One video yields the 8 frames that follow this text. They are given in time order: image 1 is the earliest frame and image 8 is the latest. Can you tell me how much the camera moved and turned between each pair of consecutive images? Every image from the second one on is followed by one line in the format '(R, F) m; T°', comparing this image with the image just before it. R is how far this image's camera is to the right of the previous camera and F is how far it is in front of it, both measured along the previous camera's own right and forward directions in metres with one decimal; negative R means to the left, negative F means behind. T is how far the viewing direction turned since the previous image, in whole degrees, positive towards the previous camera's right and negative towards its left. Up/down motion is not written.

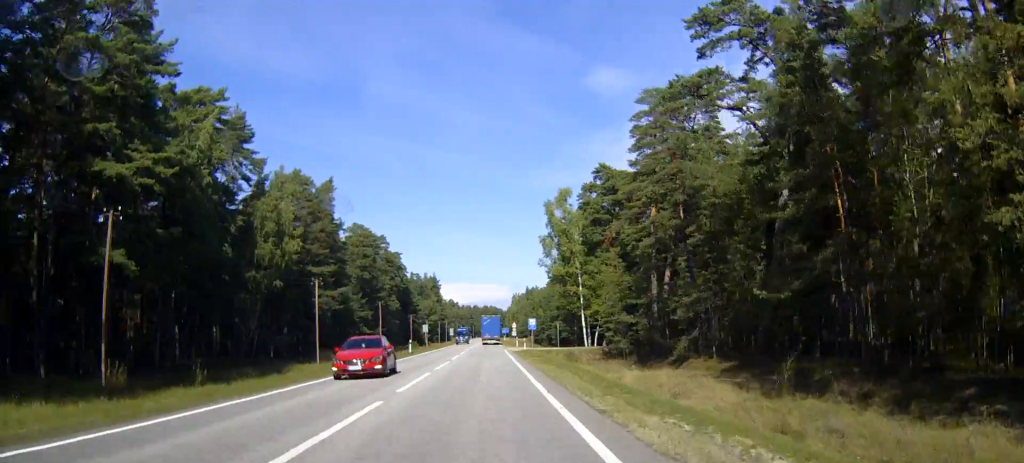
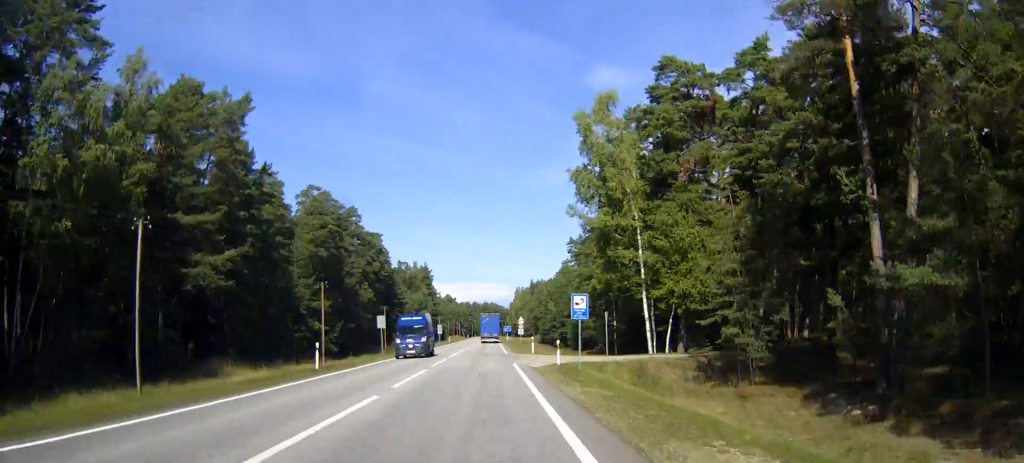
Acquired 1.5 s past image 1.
(-0.2, +34.8) m; -1°
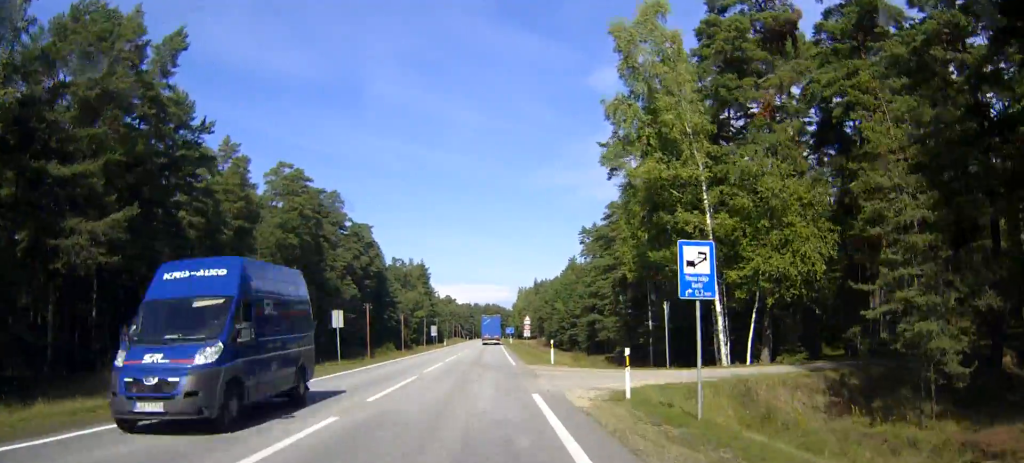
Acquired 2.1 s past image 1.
(0.0, +15.7) m; 0°
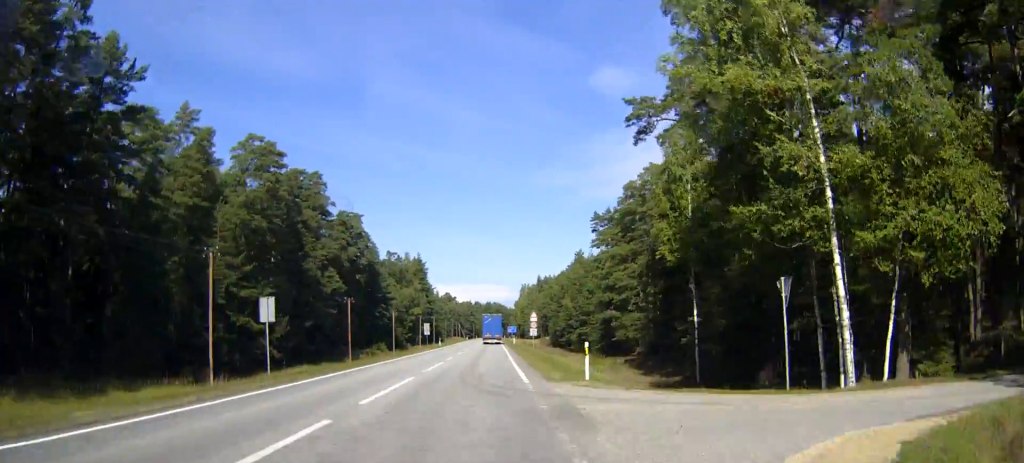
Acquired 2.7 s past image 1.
(0.0, +12.5) m; 0°
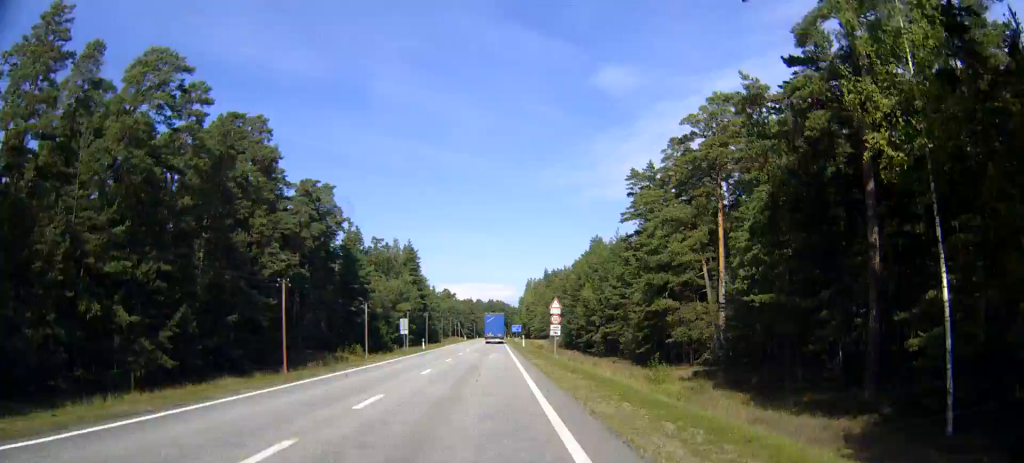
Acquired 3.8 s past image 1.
(-0.1, +25.9) m; 0°
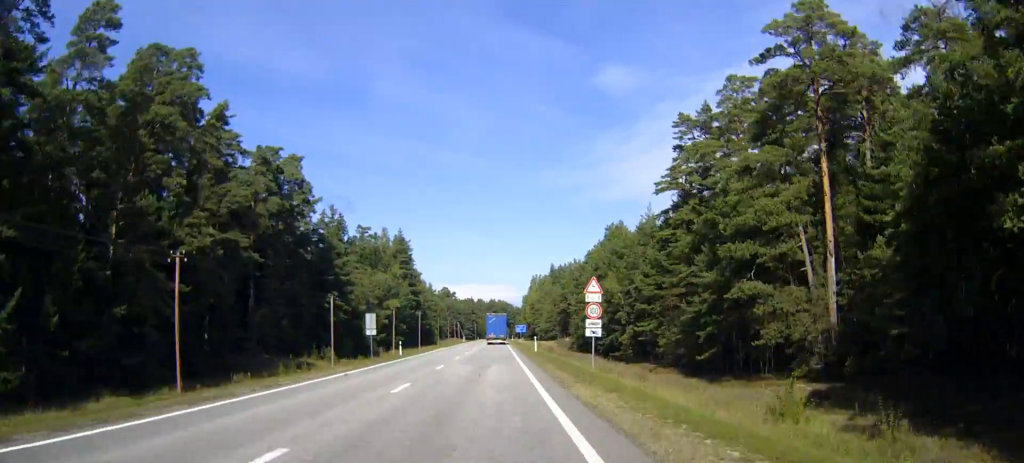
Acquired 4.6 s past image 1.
(+0.1, +19.7) m; 0°
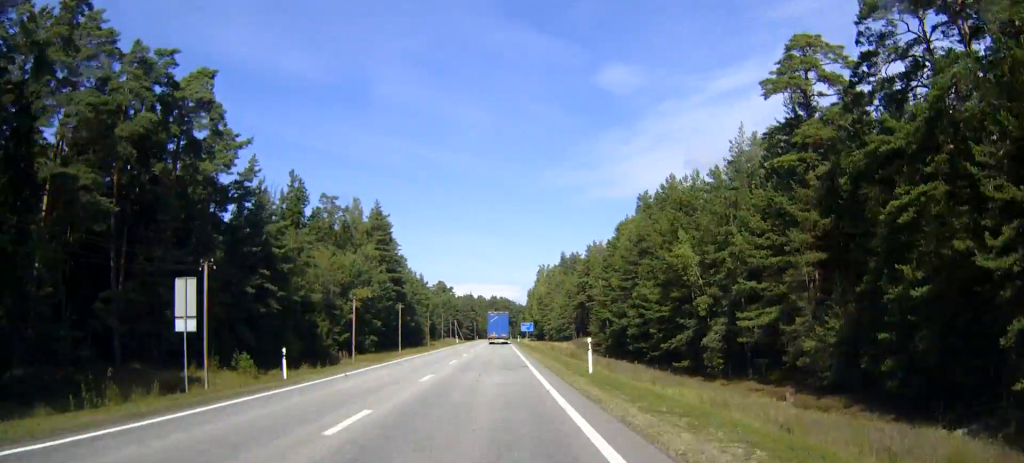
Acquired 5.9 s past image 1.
(-0.2, +31.8) m; 0°
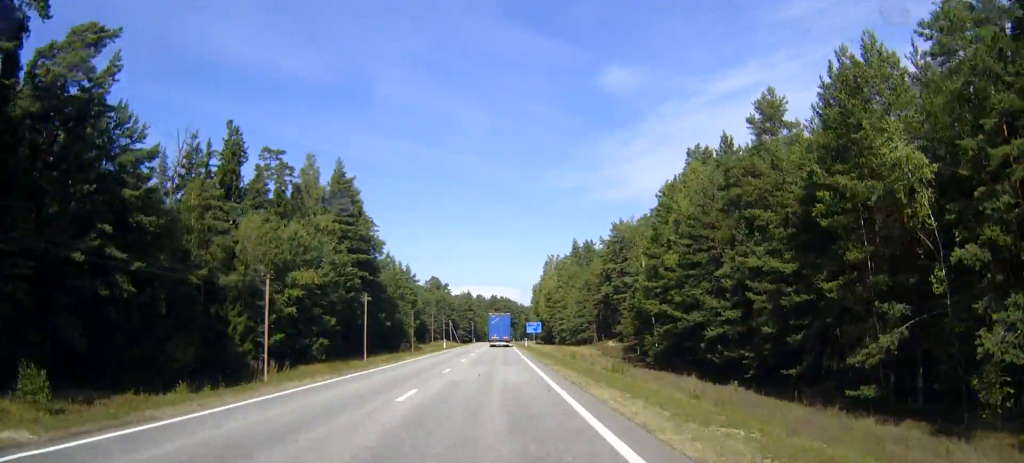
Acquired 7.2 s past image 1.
(0.0, +30.2) m; 0°
